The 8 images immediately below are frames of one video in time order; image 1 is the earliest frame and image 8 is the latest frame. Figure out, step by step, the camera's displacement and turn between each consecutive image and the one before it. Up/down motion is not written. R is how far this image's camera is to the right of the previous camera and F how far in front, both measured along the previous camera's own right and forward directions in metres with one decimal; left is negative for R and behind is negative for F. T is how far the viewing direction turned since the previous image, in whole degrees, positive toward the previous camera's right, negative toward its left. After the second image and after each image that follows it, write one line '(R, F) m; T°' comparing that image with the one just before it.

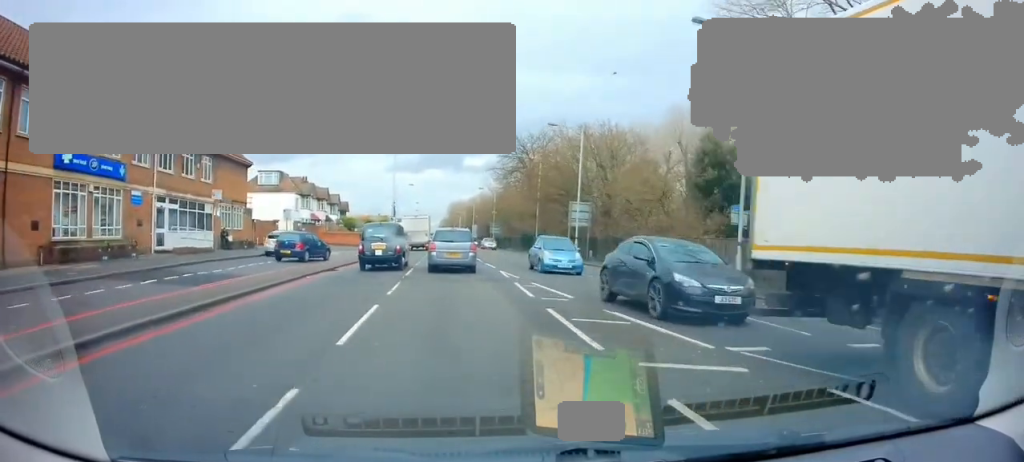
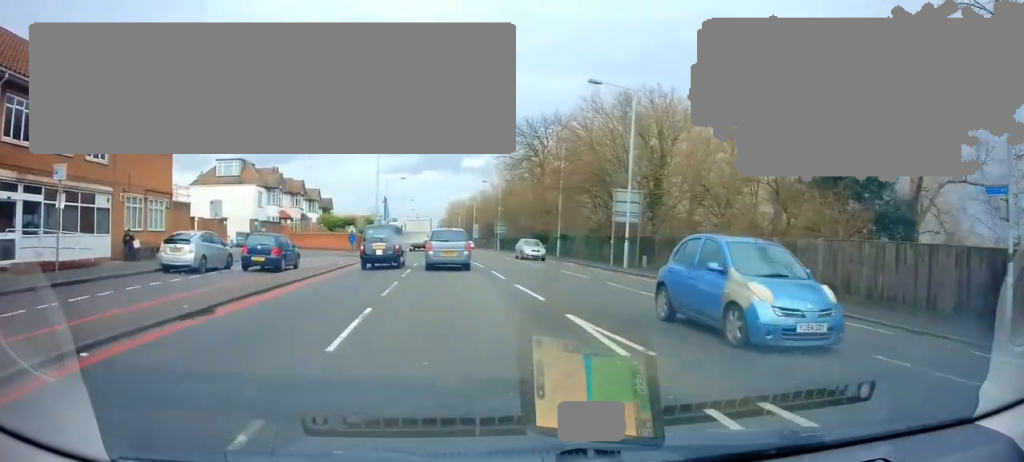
(+0.4, +12.4) m; +1°
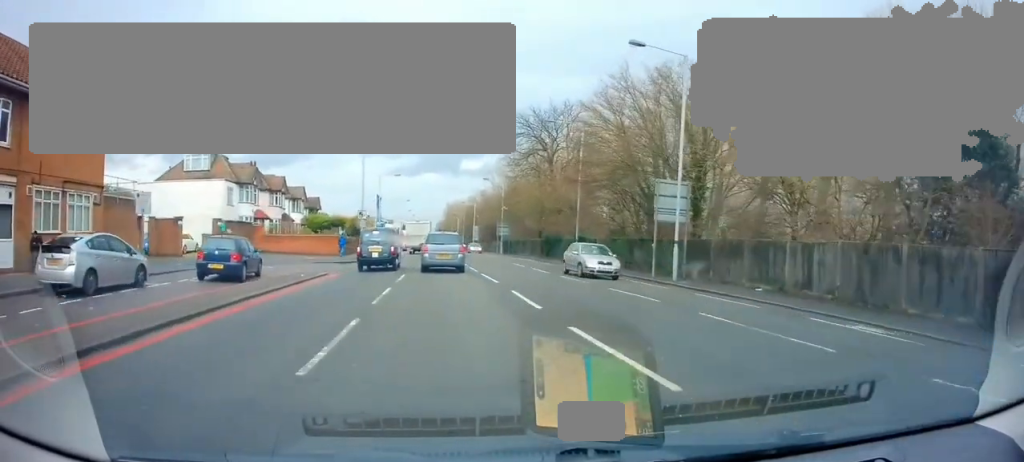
(-0.3, +7.1) m; -2°
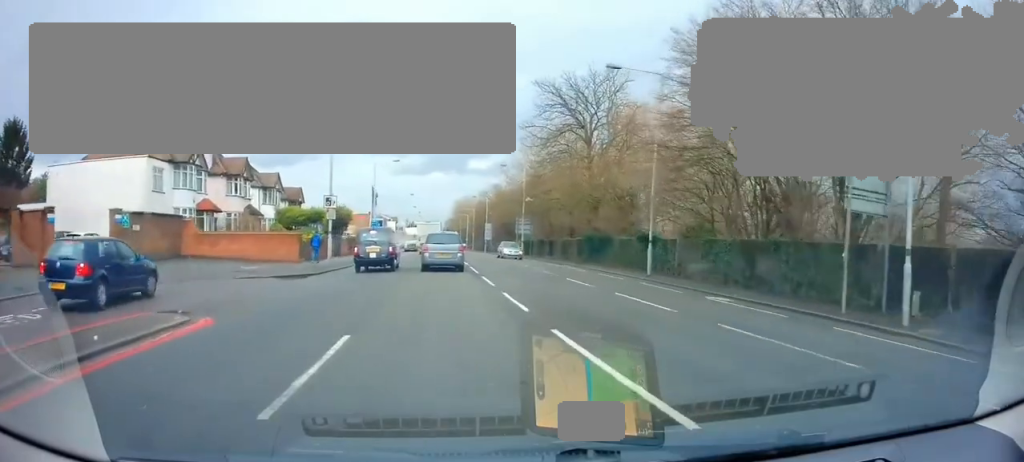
(0.0, +12.9) m; 0°
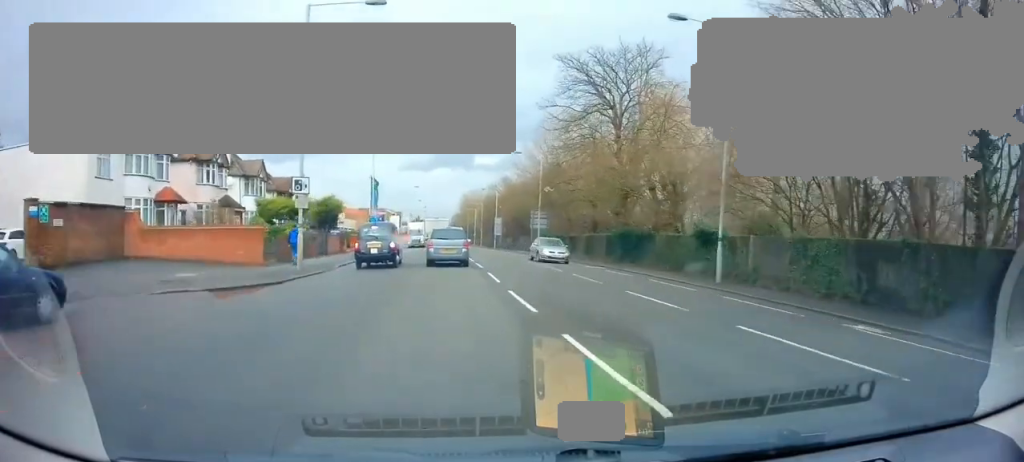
(0.0, +6.4) m; 0°
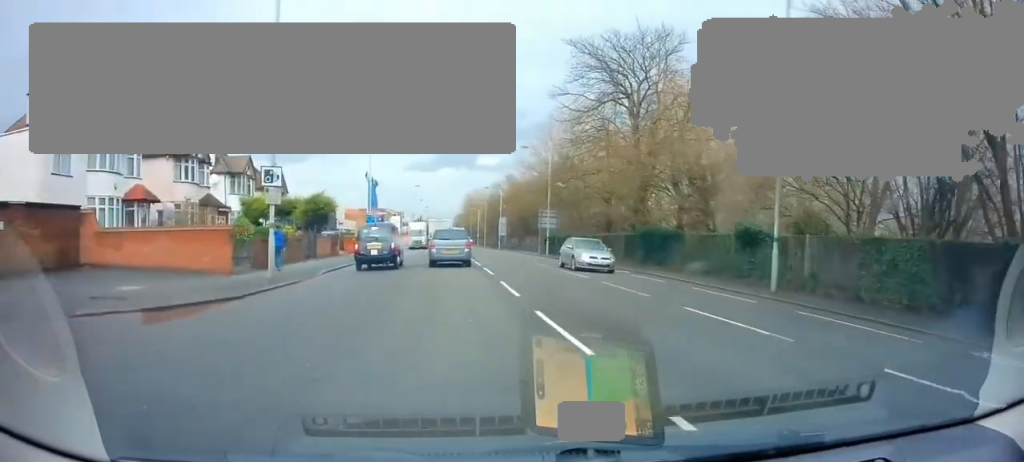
(0.0, +3.5) m; 0°
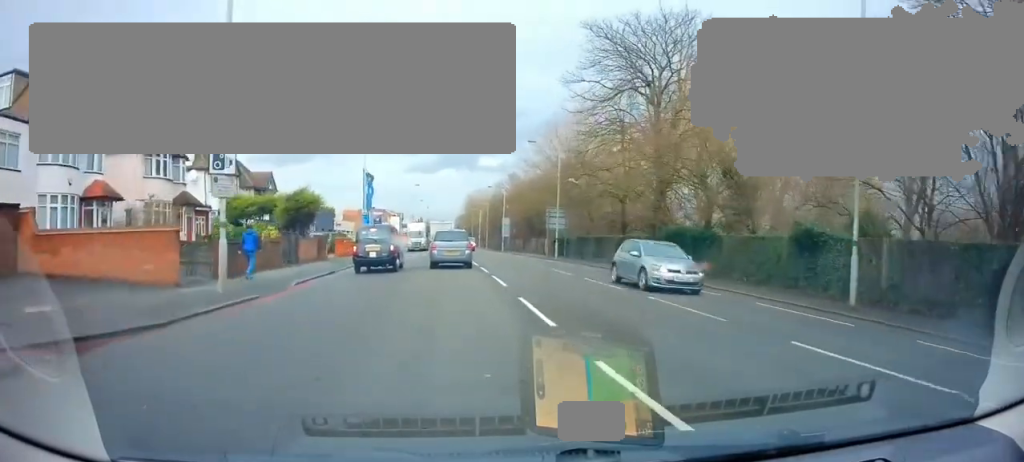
(0.0, +3.8) m; 0°
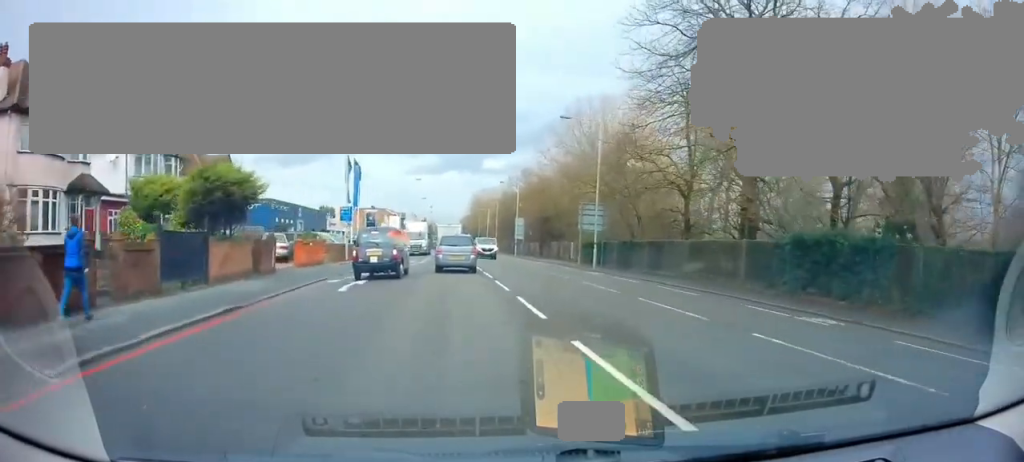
(0.0, +10.8) m; -1°
